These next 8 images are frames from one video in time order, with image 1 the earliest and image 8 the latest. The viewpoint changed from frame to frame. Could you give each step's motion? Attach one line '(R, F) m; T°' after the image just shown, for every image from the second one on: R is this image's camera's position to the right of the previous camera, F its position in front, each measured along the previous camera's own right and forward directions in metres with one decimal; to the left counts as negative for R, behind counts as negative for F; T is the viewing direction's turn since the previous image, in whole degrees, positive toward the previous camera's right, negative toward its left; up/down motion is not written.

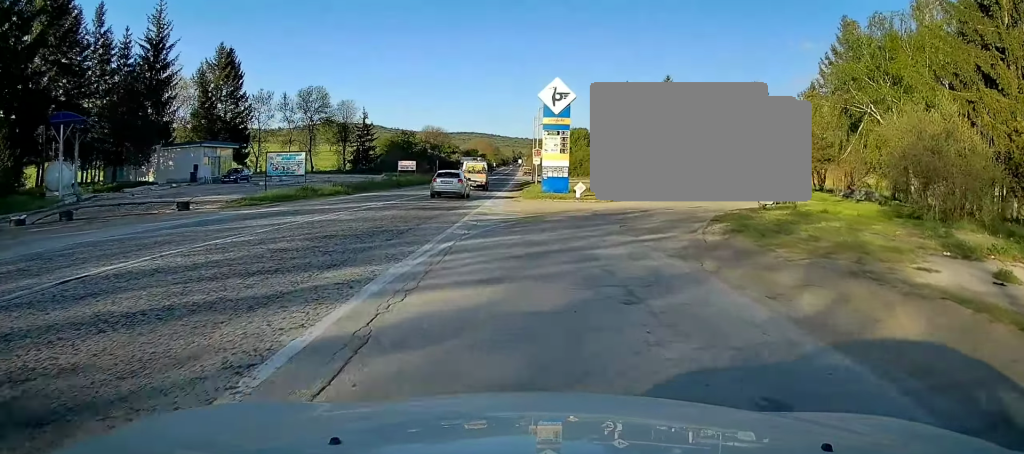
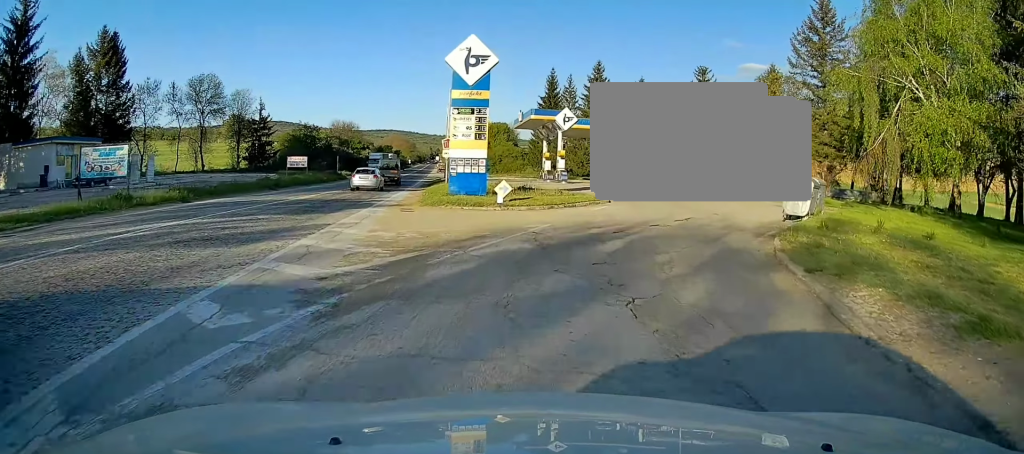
(+0.5, +11.6) m; +5°
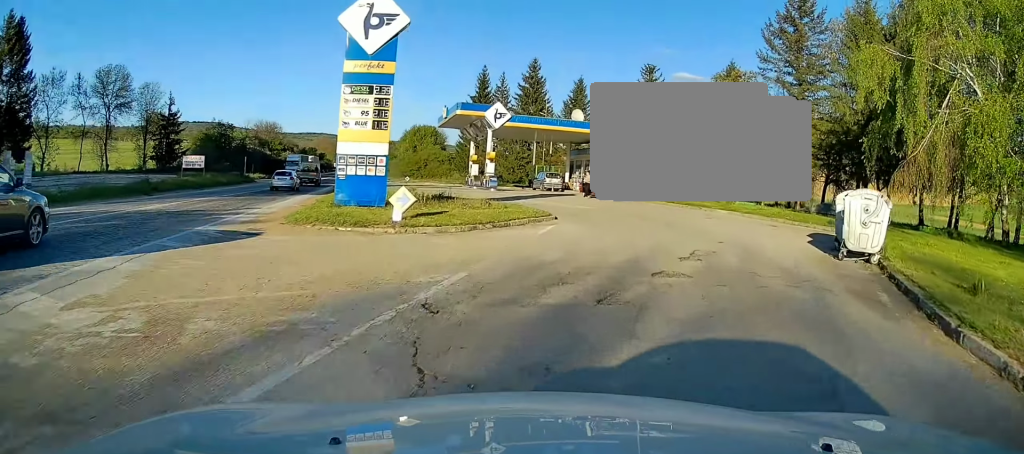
(0.0, +7.9) m; +7°
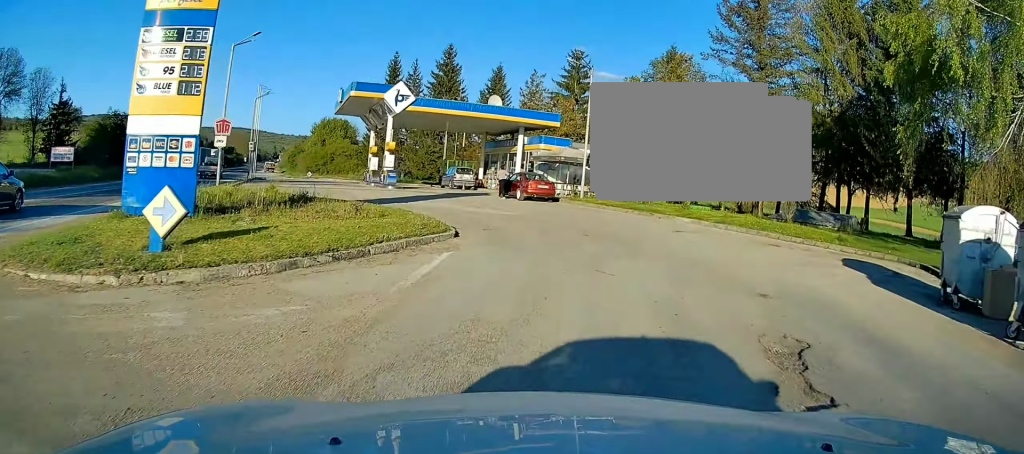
(+0.9, +7.3) m; +7°
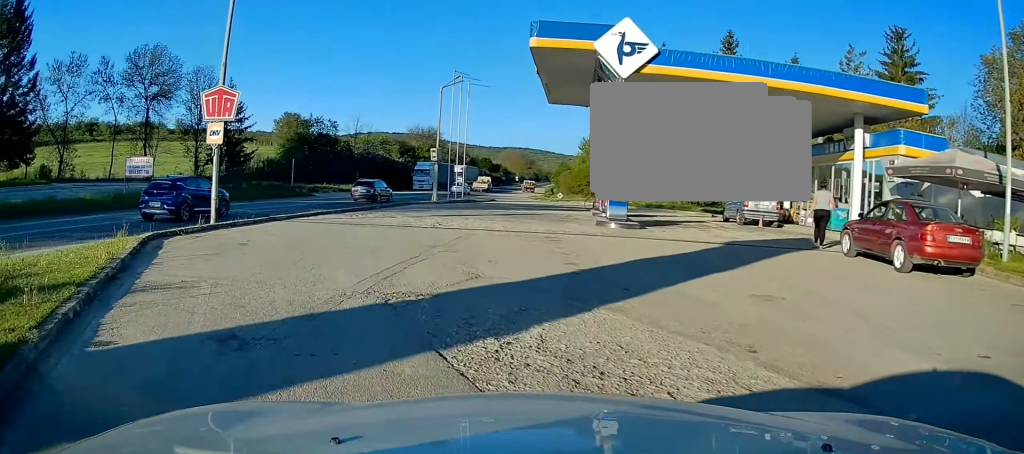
(-0.3, +19.0) m; -15°
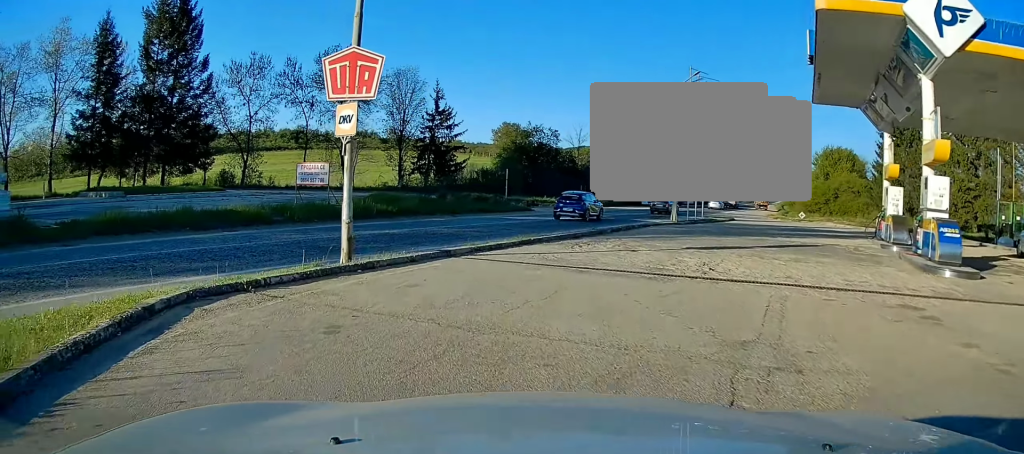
(-0.7, +5.8) m; -18°
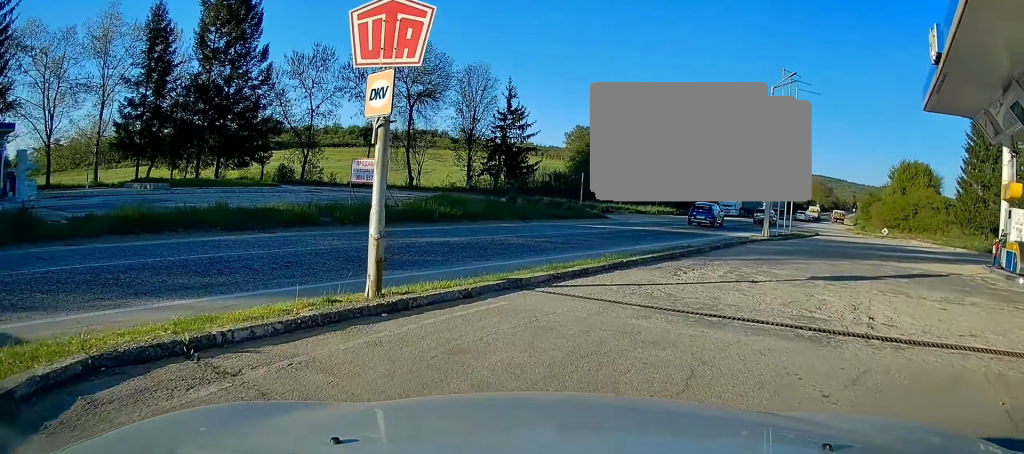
(-0.3, +2.7) m; -7°
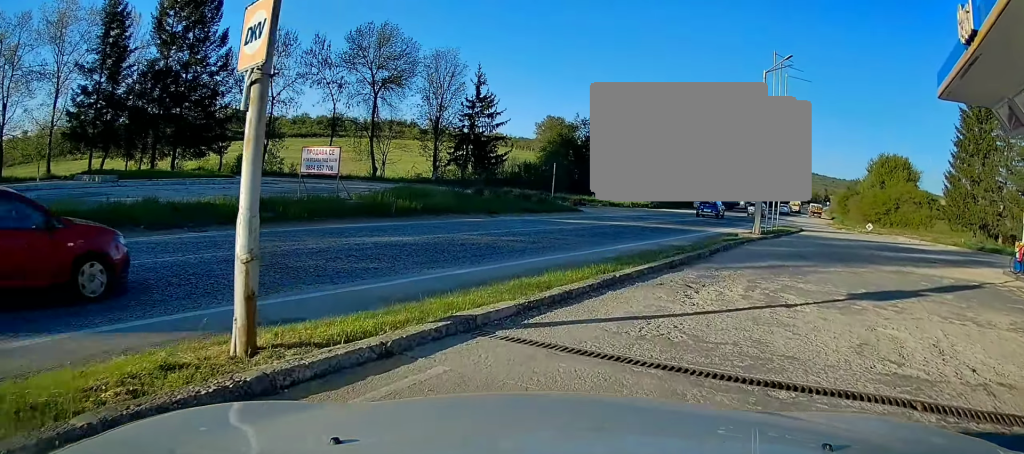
(-0.6, +2.5) m; -4°
